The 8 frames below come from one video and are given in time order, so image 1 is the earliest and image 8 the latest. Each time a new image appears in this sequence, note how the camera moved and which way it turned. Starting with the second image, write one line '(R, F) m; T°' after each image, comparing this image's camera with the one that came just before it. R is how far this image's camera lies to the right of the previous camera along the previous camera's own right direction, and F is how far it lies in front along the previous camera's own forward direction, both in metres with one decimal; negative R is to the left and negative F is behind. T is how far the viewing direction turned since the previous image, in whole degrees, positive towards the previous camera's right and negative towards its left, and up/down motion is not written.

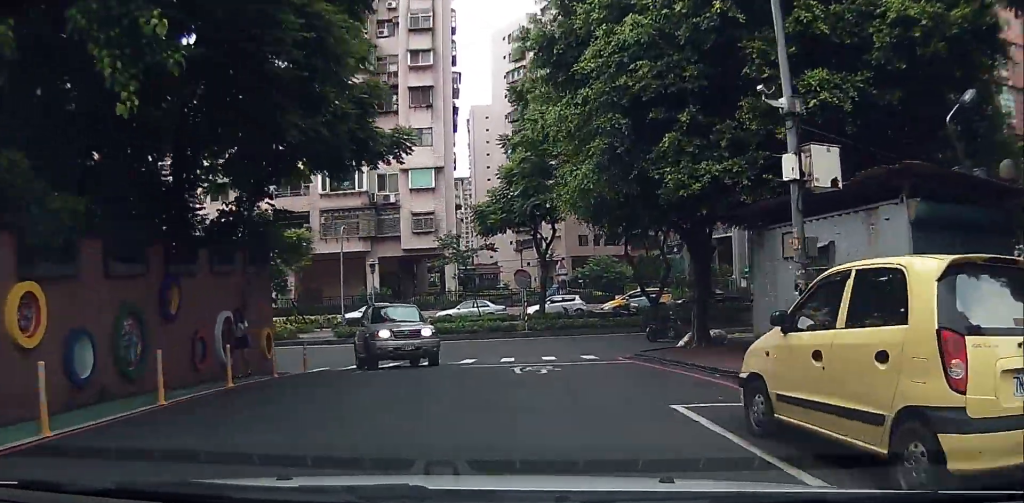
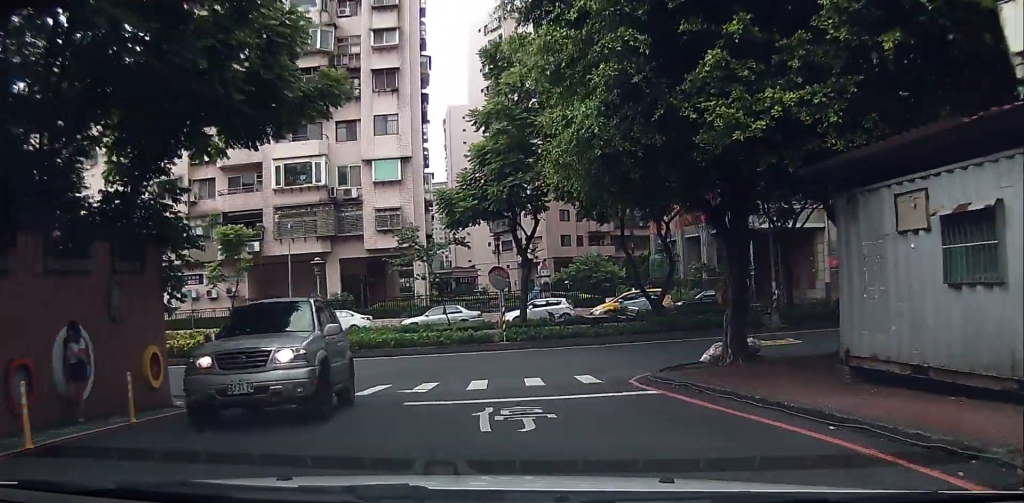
(+0.1, +6.1) m; +3°
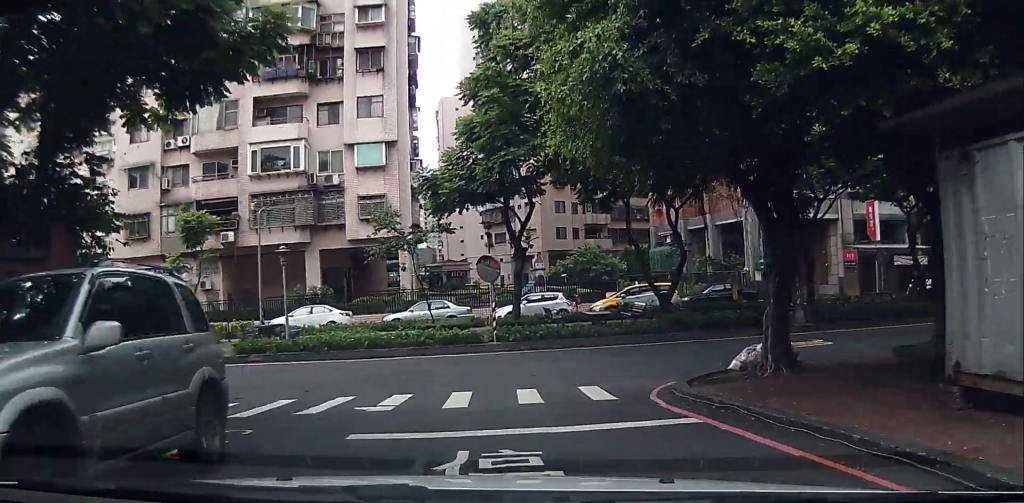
(+0.1, +3.7) m; +2°
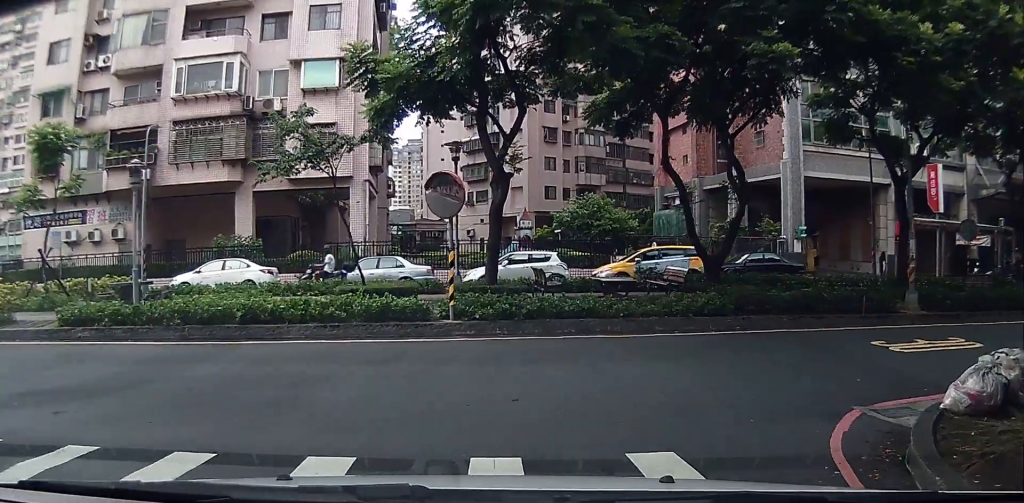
(+0.9, +11.9) m; +10°
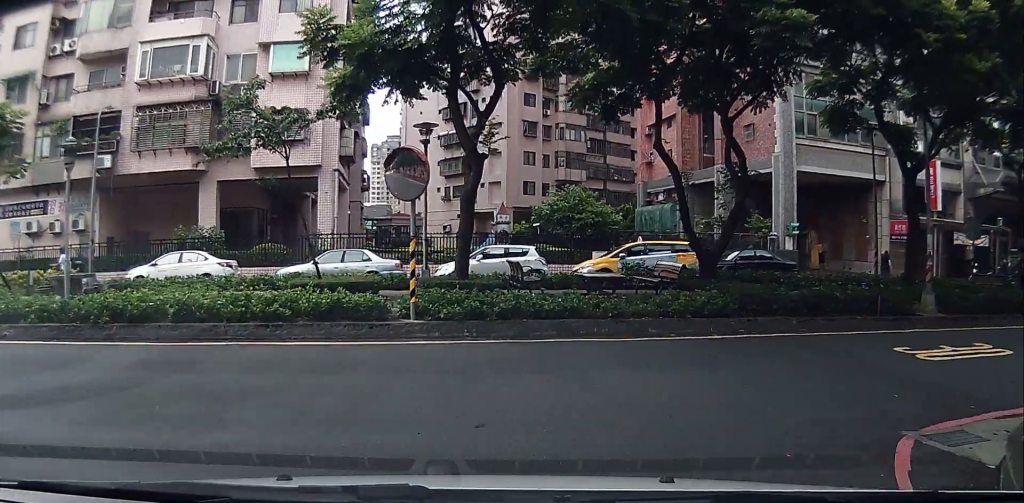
(+0.1, +2.6) m; +2°
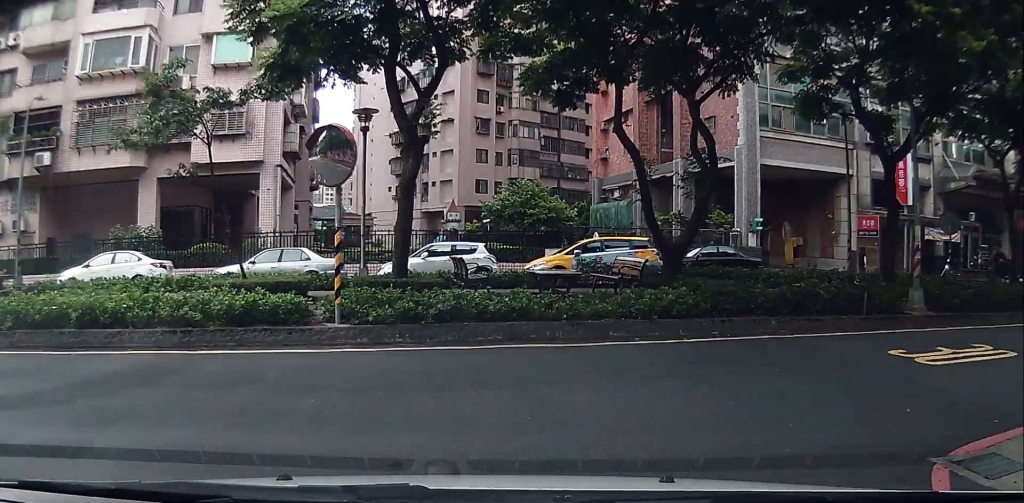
(0.0, +1.8) m; 0°
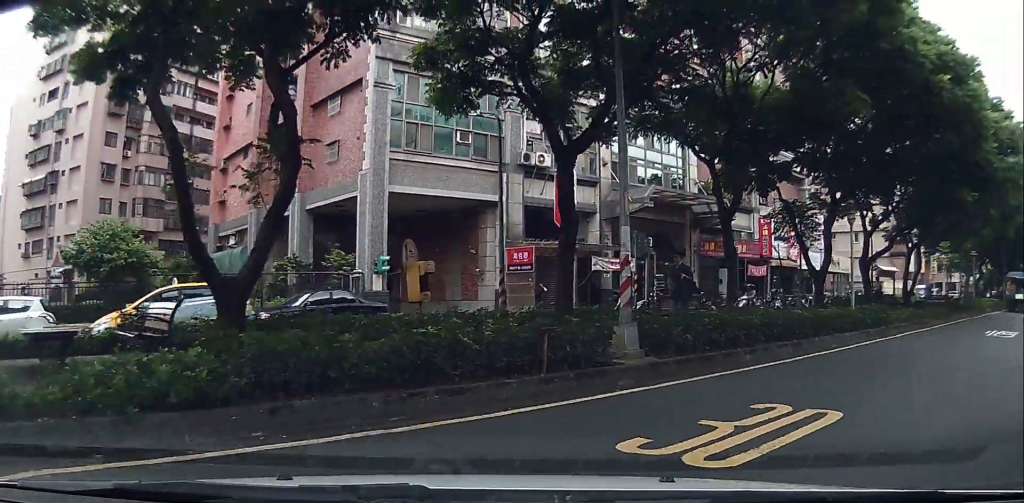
(+0.4, +5.4) m; +24°
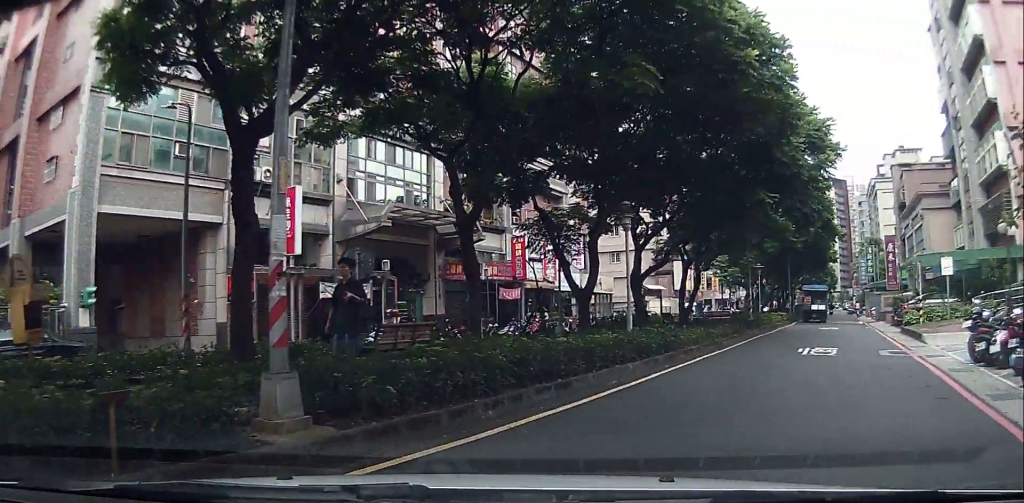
(+0.7, +2.8) m; +24°
